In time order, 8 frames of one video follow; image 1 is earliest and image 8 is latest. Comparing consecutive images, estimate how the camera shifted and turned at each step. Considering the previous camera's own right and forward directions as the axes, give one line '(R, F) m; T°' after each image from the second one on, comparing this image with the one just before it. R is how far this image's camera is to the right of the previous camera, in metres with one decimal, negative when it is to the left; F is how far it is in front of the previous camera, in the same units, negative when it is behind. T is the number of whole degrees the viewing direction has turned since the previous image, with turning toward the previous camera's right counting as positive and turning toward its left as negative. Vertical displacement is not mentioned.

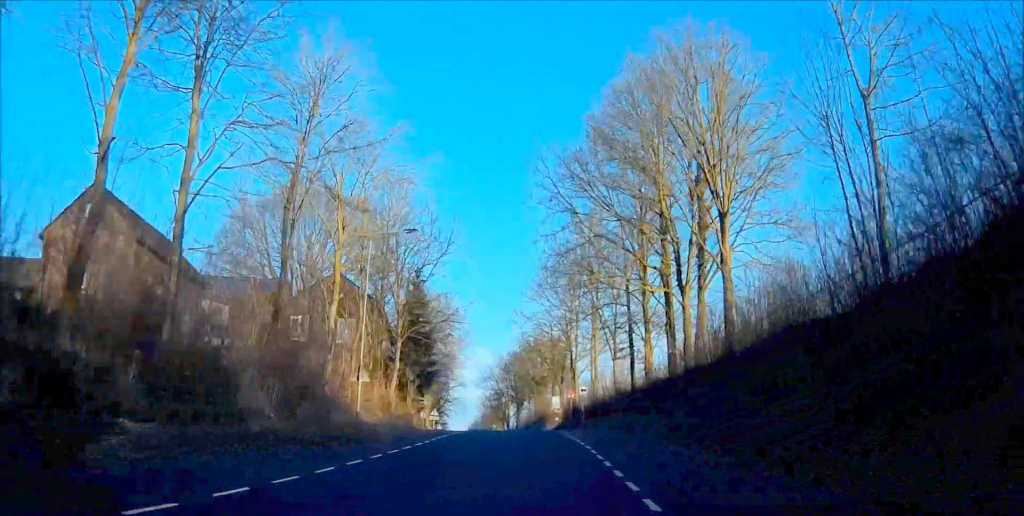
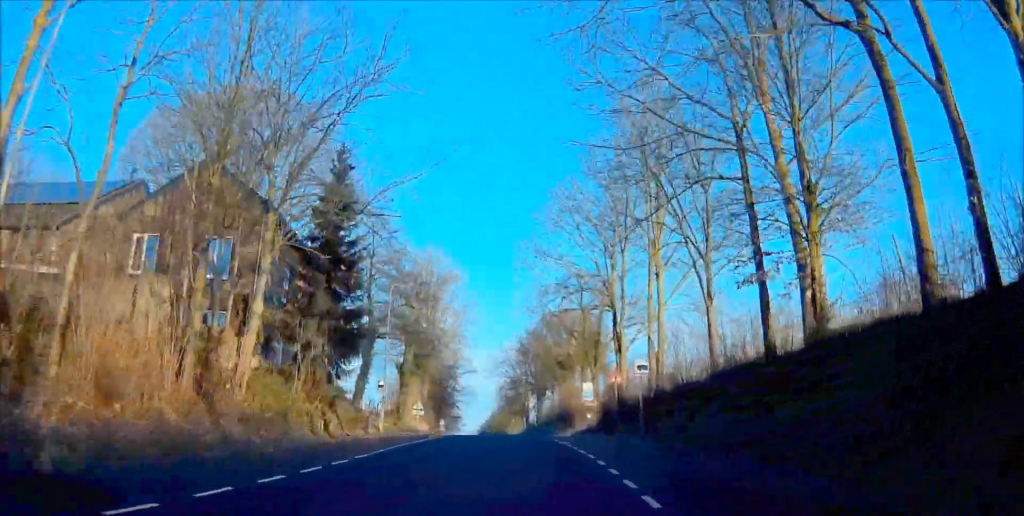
(-0.2, +23.5) m; -1°
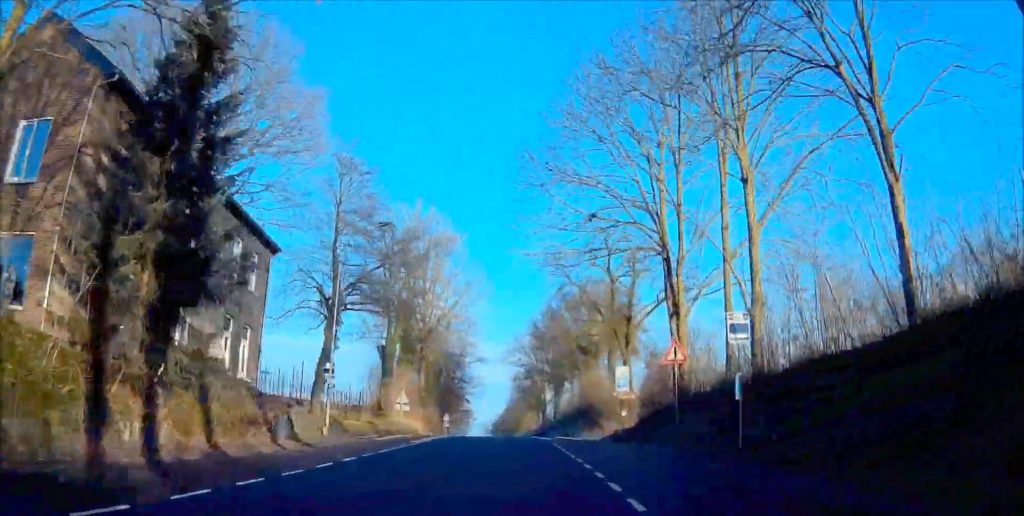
(+0.2, +13.6) m; 0°
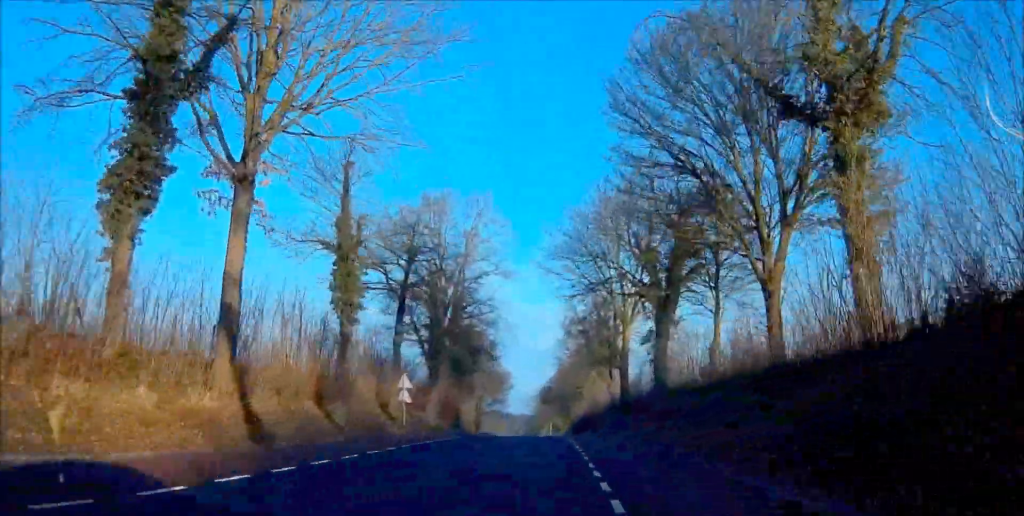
(-1.6, +53.5) m; -3°
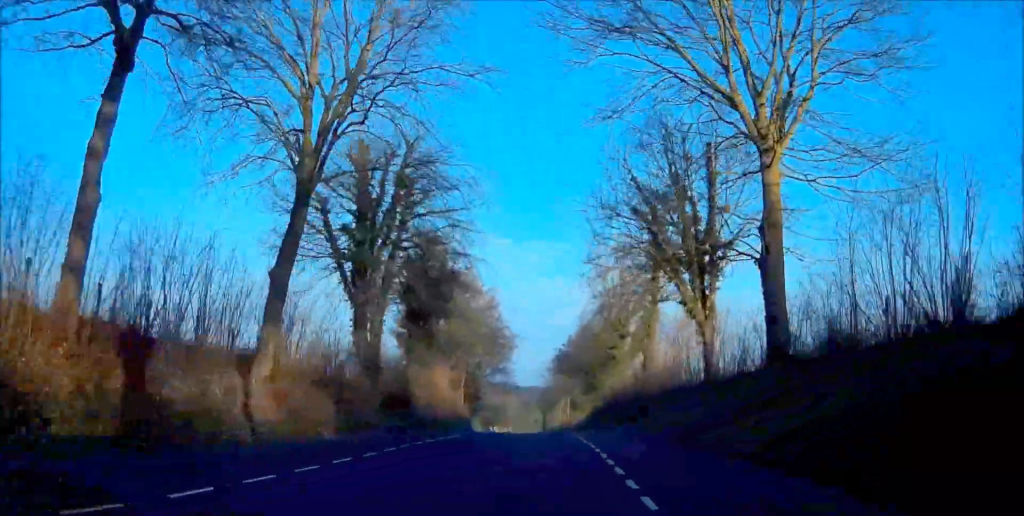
(-0.5, +33.4) m; -2°
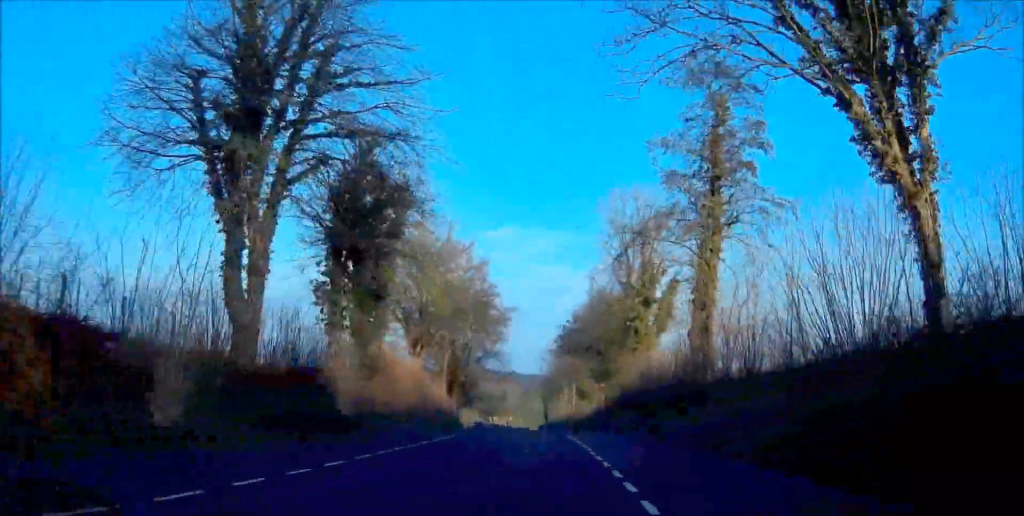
(-0.1, +16.9) m; -1°
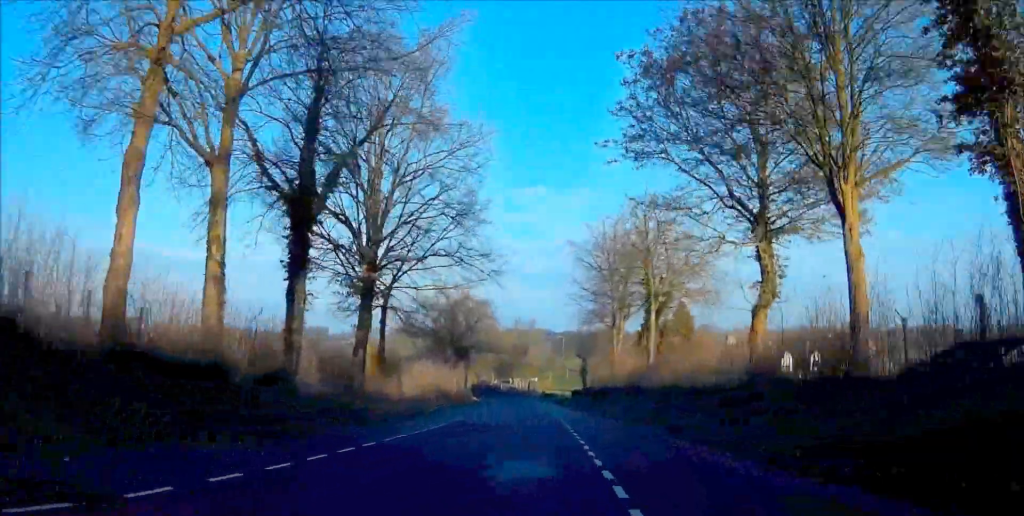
(-1.6, +57.5) m; -3°
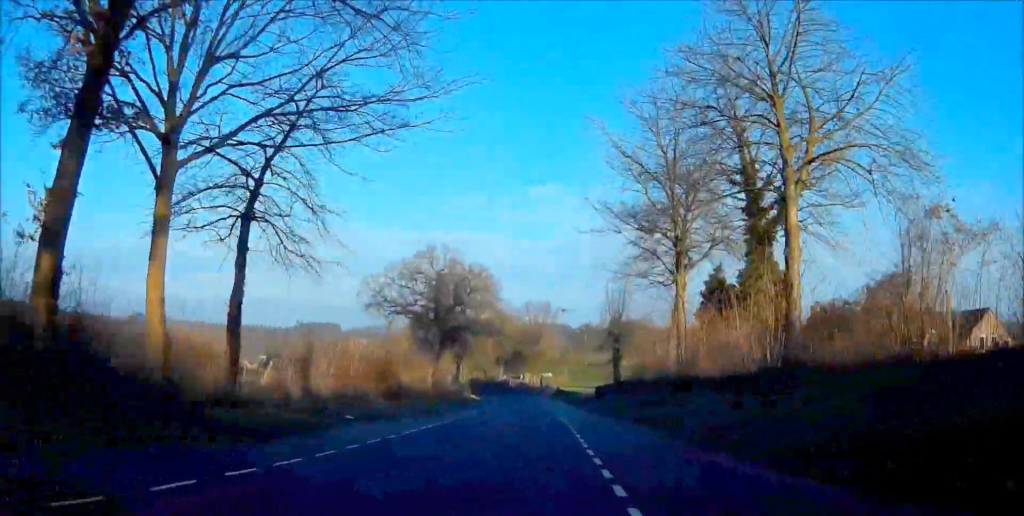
(-0.3, +23.5) m; -1°
